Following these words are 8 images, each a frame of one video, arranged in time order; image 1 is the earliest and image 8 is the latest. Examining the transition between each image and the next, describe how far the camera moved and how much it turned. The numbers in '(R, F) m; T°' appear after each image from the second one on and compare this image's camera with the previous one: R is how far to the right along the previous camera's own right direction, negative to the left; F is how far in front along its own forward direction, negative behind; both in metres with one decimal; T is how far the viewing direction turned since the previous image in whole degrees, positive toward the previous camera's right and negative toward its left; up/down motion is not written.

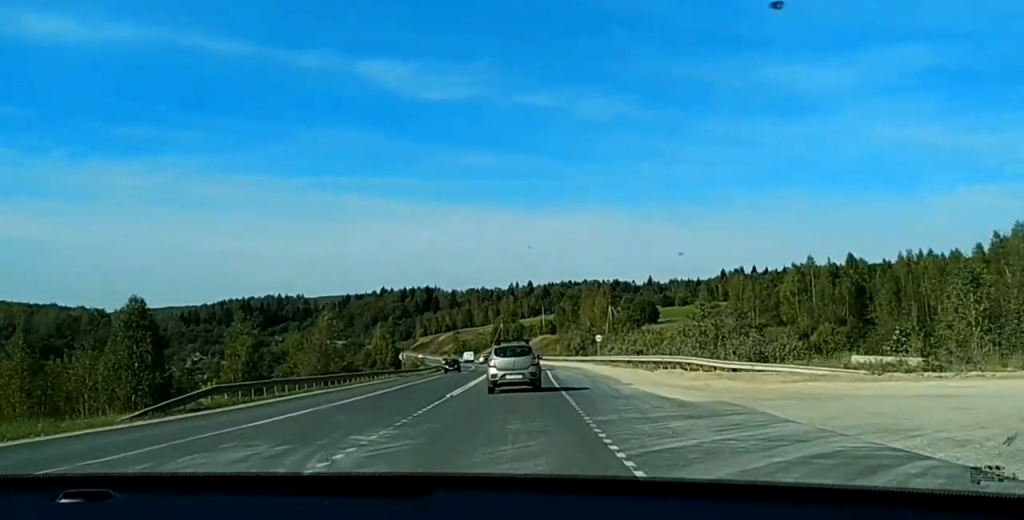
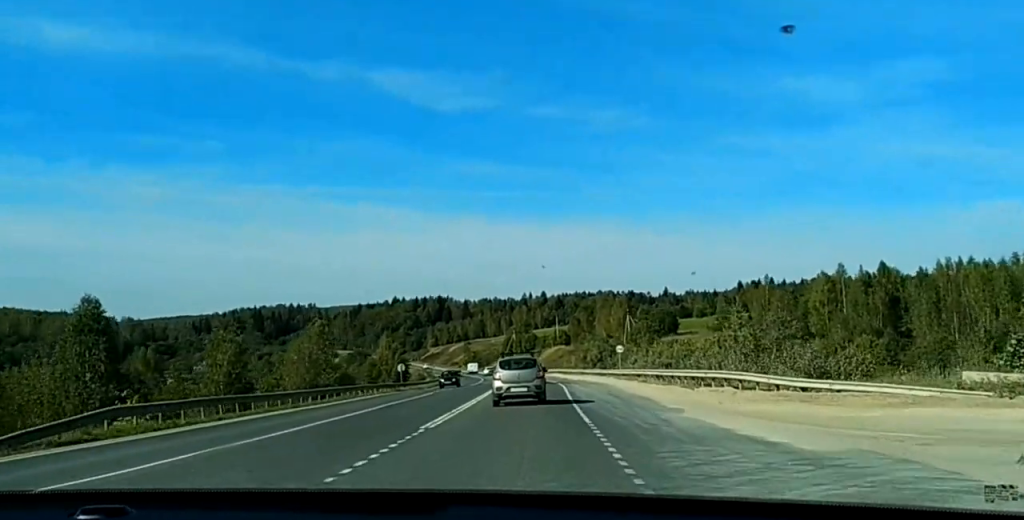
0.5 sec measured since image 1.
(-0.2, +9.7) m; -1°
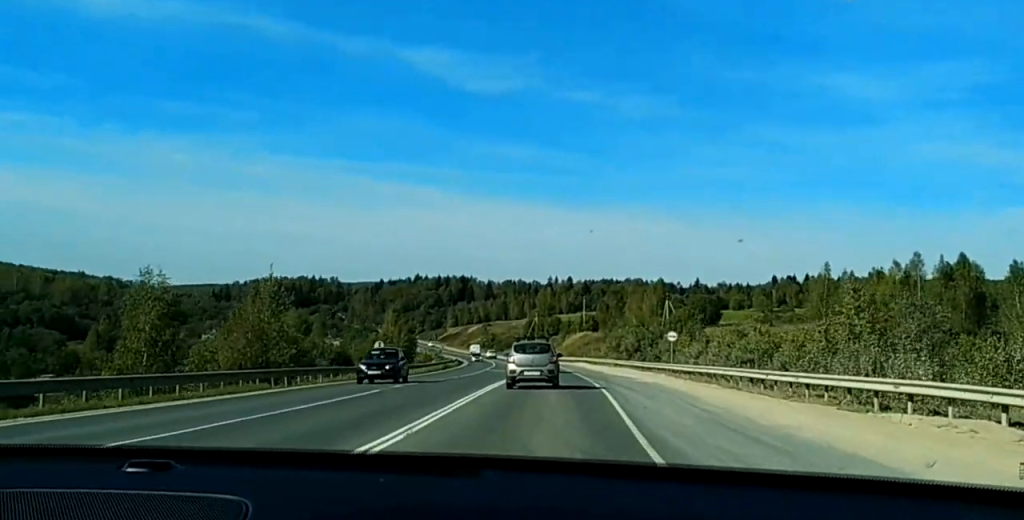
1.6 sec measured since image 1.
(-0.2, +22.8) m; -1°
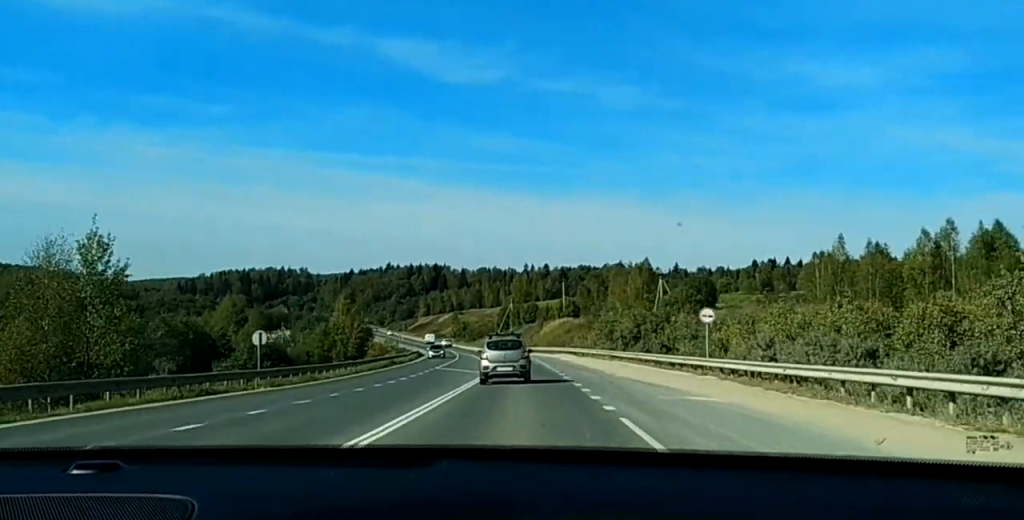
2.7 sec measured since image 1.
(0.0, +23.2) m; 0°
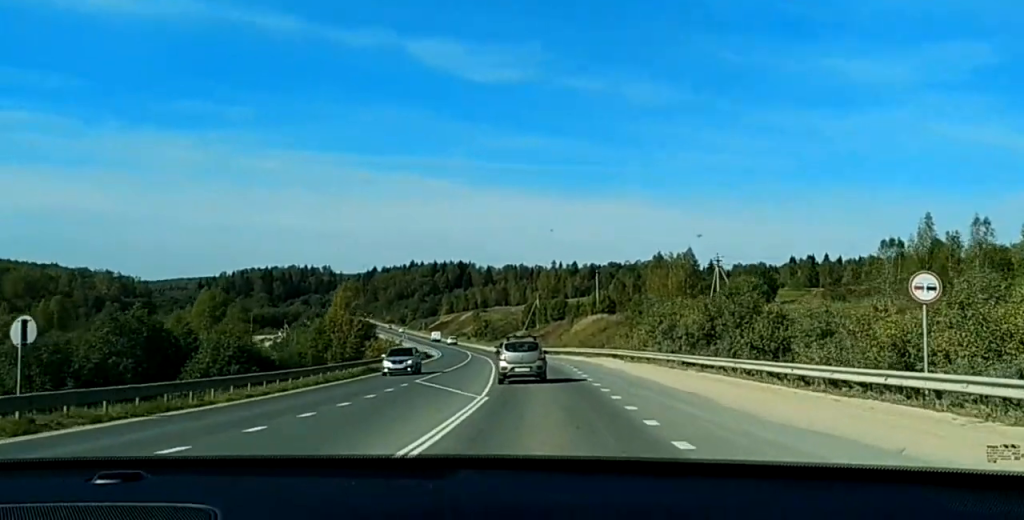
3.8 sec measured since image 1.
(-0.1, +21.9) m; -1°
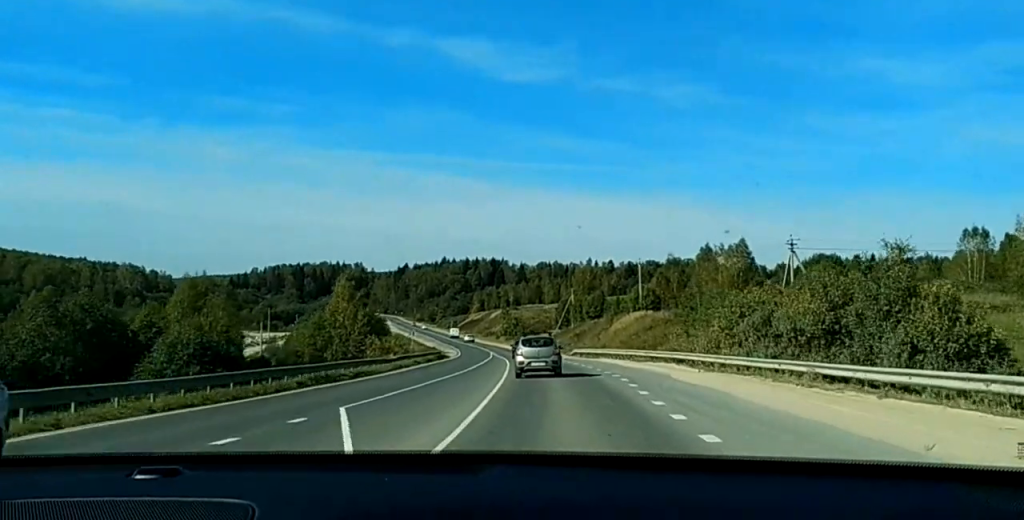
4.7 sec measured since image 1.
(-0.3, +19.9) m; -1°
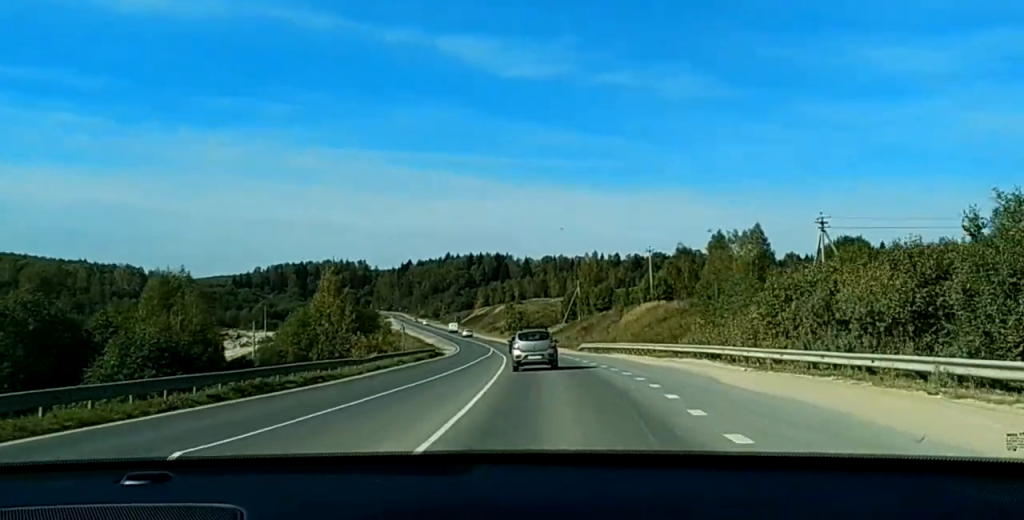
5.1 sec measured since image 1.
(0.0, +8.9) m; -1°
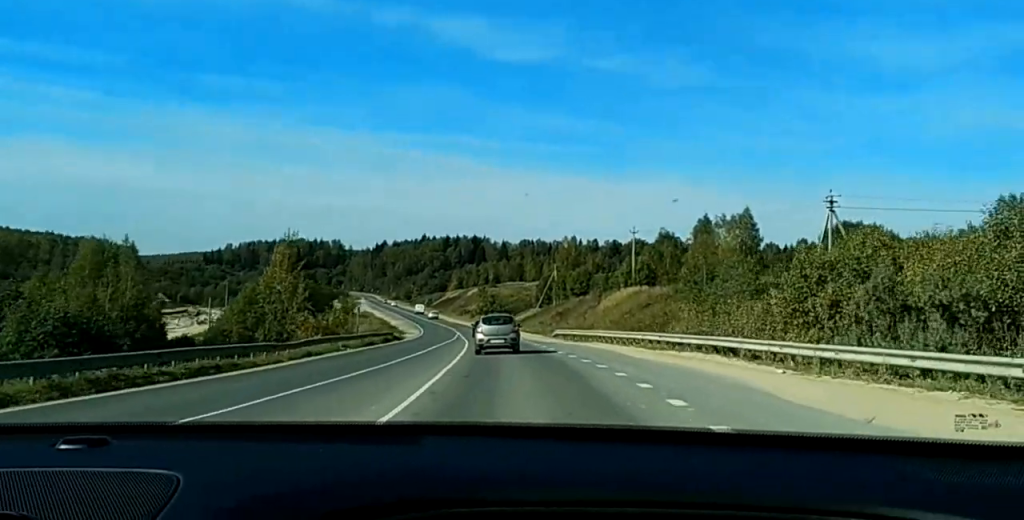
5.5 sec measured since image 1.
(+0.1, +8.9) m; -1°
